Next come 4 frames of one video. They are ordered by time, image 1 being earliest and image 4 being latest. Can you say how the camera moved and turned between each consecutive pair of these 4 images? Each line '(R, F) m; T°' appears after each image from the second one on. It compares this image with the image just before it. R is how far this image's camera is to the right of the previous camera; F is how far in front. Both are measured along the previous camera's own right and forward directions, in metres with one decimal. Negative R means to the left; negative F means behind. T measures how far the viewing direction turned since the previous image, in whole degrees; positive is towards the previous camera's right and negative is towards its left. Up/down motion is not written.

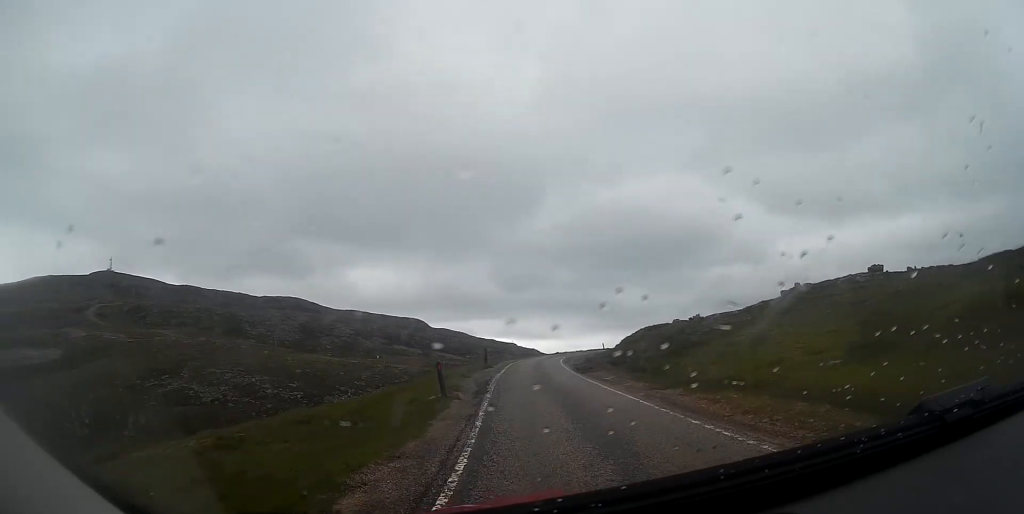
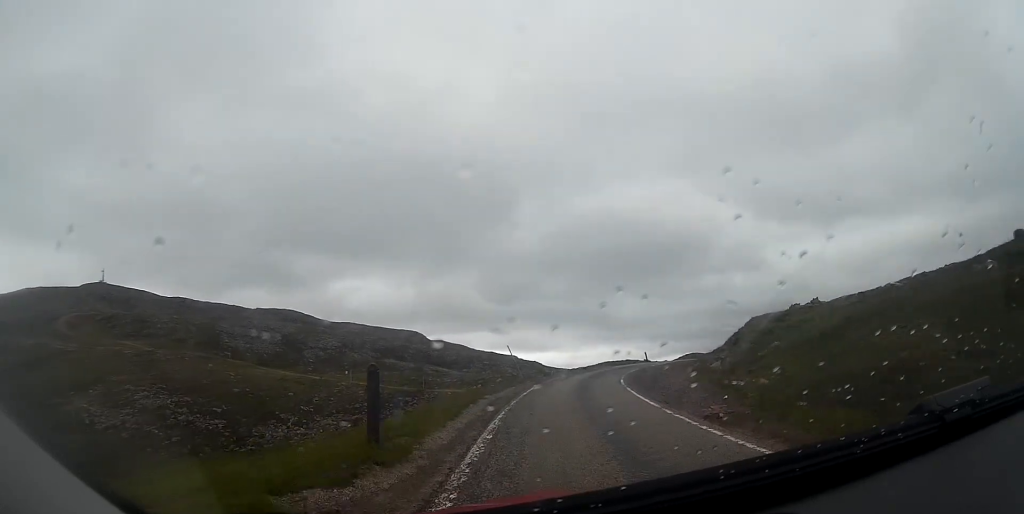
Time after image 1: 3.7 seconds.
(-0.1, +27.2) m; +1°
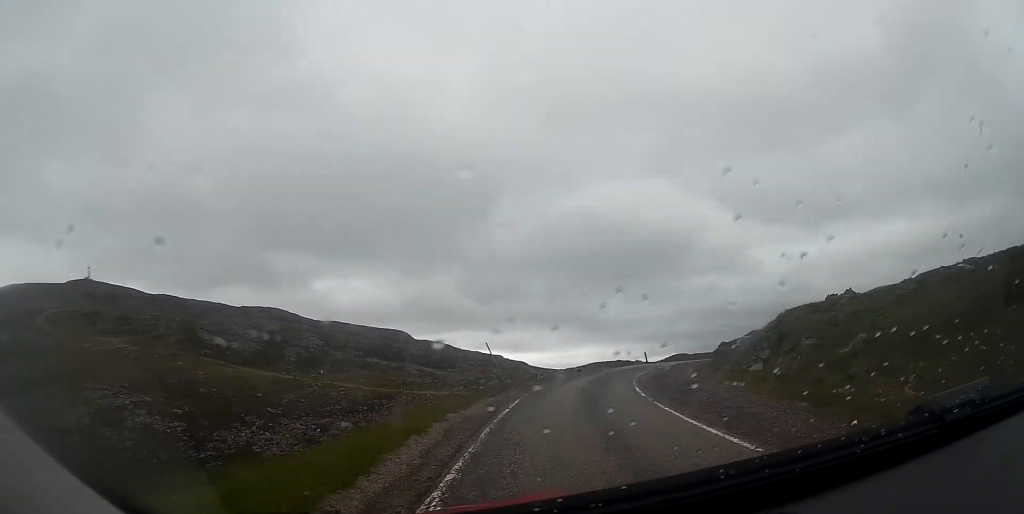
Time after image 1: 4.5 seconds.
(+0.1, +5.9) m; +2°
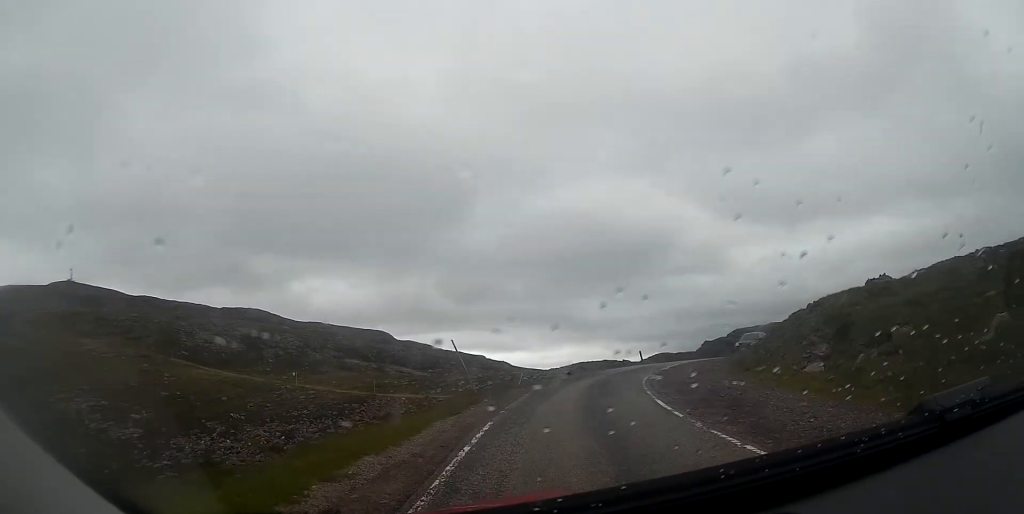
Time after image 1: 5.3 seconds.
(-0.1, +5.3) m; +2°
